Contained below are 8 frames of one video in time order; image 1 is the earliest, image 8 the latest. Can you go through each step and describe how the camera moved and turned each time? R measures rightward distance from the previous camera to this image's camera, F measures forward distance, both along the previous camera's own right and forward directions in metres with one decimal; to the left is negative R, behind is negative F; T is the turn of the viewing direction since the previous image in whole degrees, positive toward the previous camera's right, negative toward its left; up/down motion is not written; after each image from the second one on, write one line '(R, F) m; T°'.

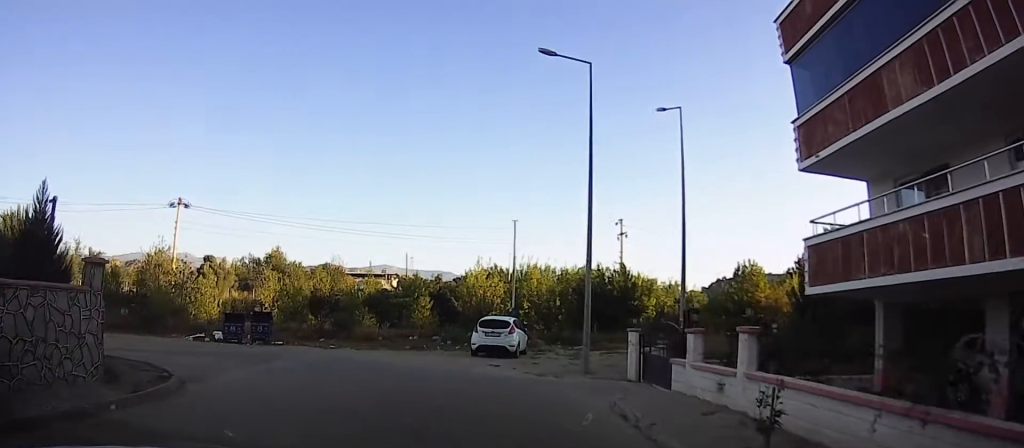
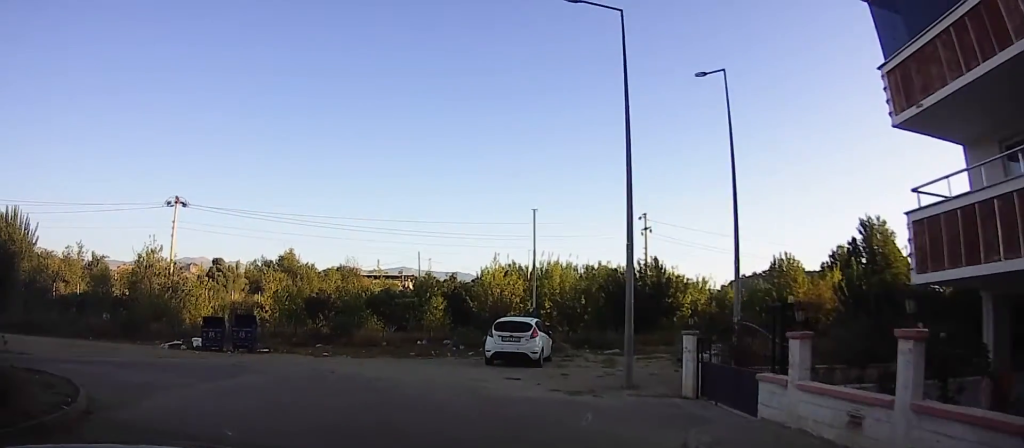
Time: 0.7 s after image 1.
(+0.1, +4.2) m; -2°
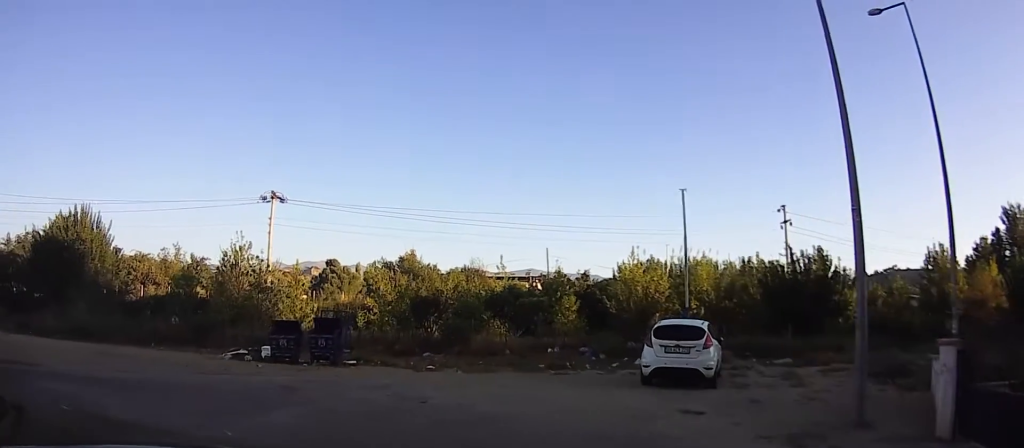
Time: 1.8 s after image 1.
(-0.3, +5.5) m; -15°
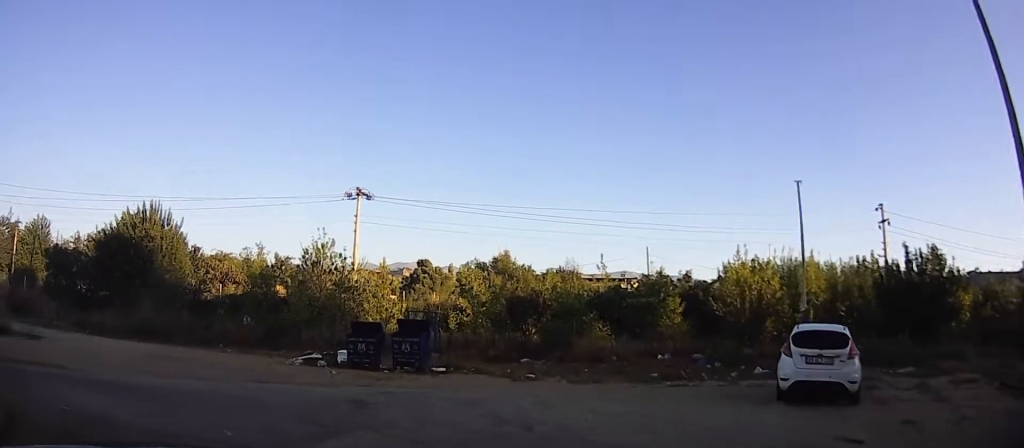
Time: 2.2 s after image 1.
(-0.2, +2.1) m; -12°
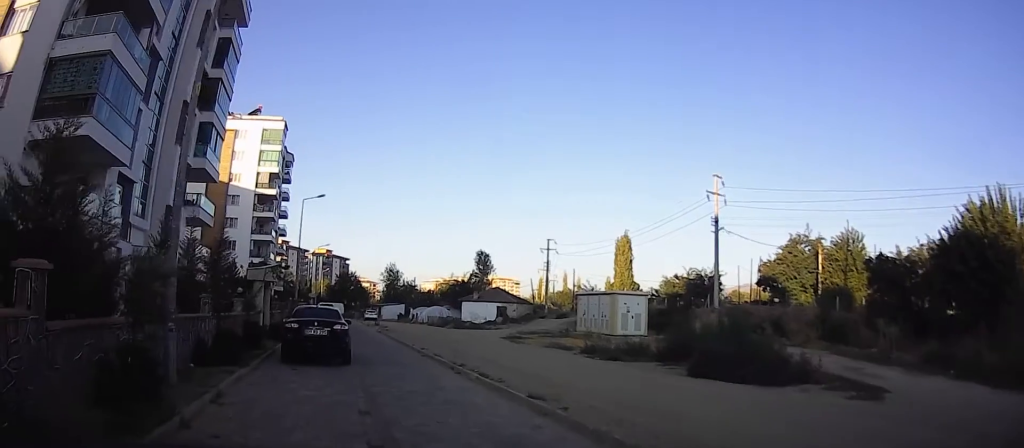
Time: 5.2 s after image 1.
(-5.1, +10.7) m; -63°
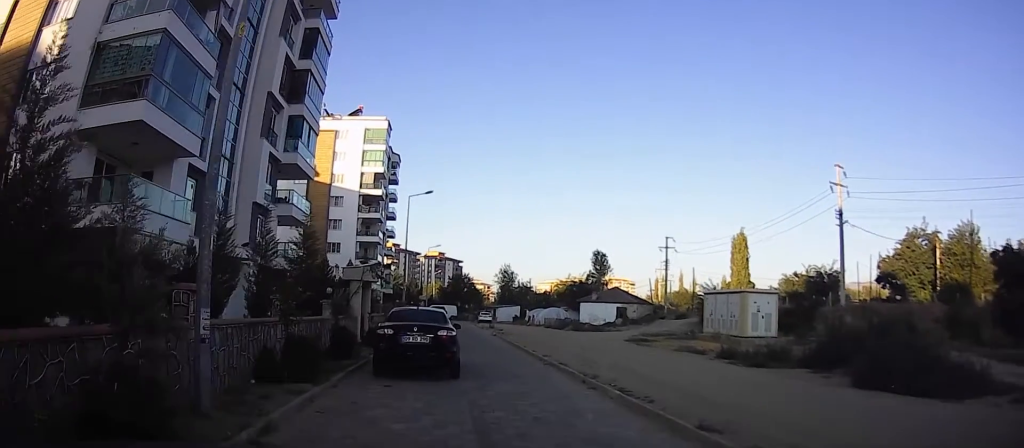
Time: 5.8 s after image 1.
(-0.5, +2.4) m; -13°
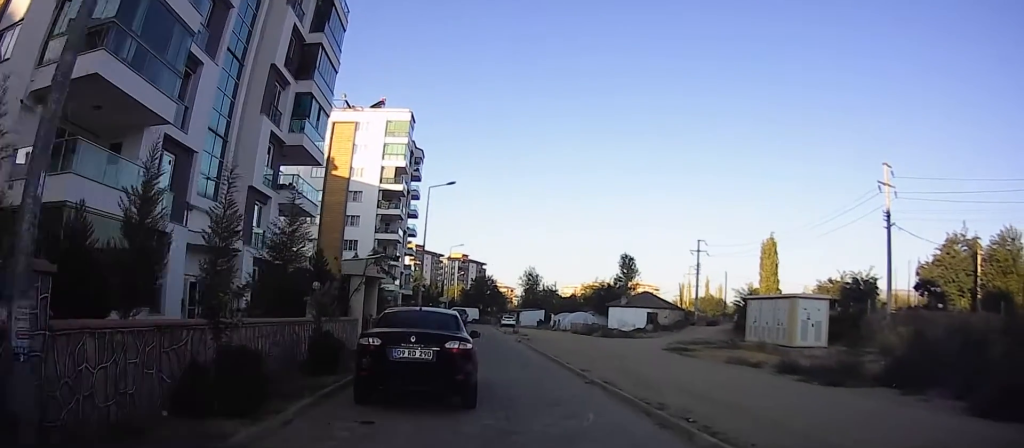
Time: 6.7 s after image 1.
(-0.3, +3.4) m; -8°
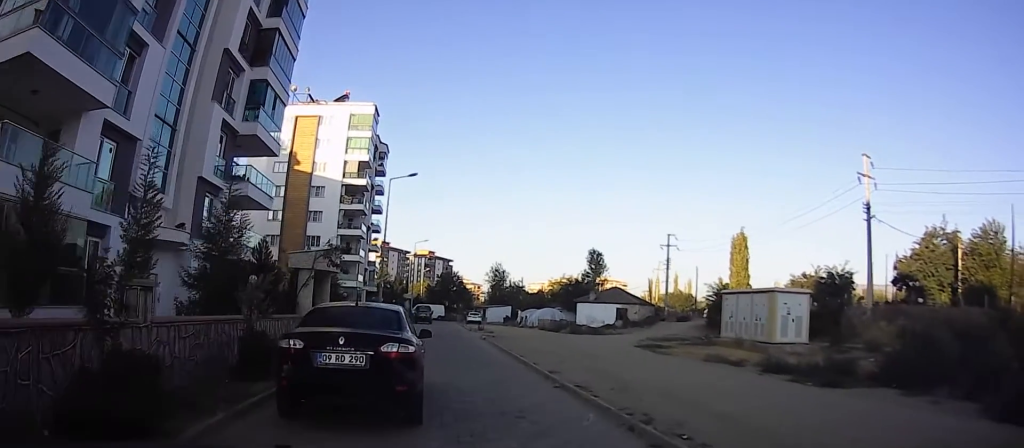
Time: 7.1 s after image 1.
(-0.1, +1.5) m; -1°
